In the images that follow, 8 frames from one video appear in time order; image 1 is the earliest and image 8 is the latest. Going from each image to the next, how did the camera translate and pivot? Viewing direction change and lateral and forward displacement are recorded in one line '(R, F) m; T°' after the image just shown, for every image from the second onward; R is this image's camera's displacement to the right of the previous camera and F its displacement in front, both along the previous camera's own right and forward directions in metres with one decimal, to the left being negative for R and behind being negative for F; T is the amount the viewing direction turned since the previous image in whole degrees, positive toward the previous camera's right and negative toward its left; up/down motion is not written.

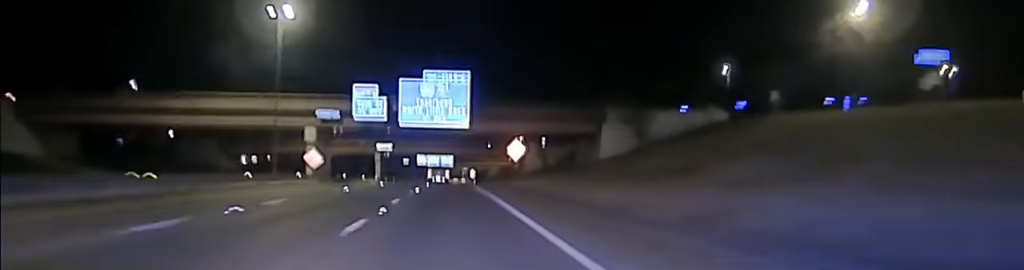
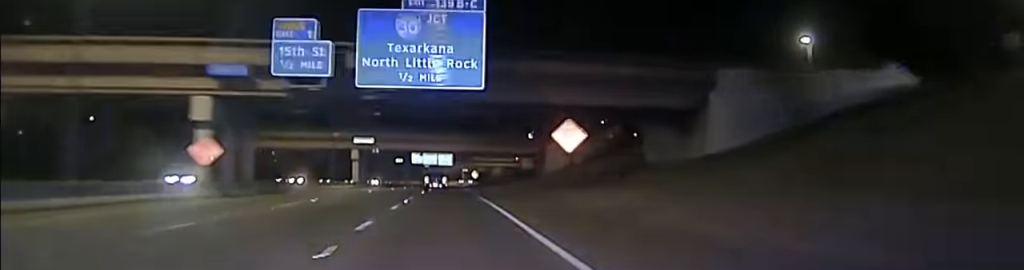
(+0.1, +34.9) m; 0°
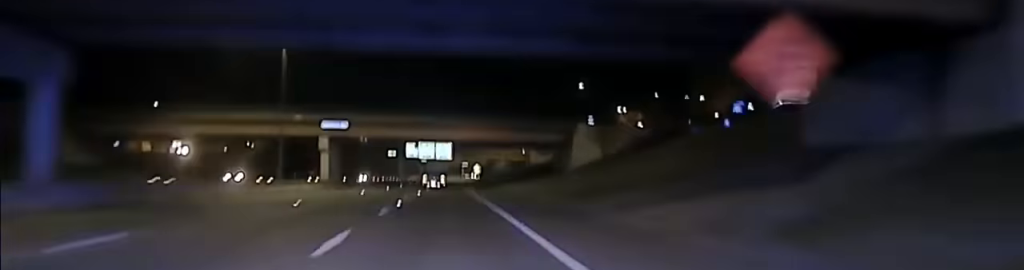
(0.0, +28.8) m; 0°
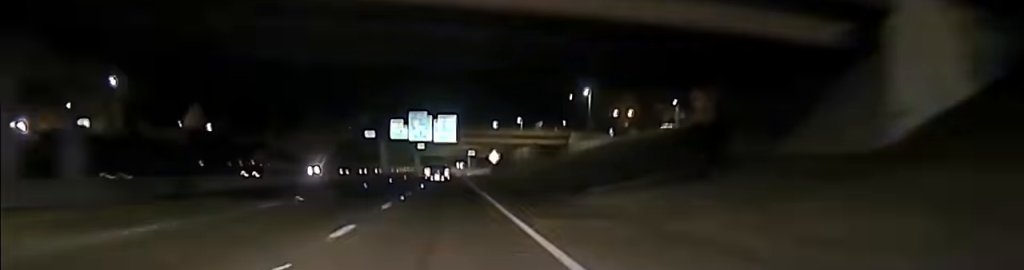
(0.0, +73.7) m; -1°
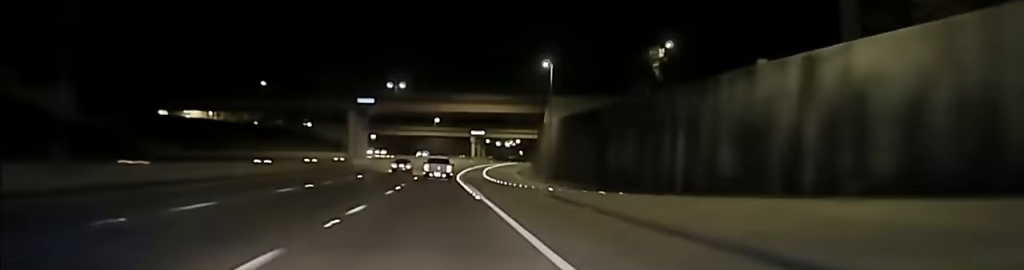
(+1.1, +166.9) m; +2°
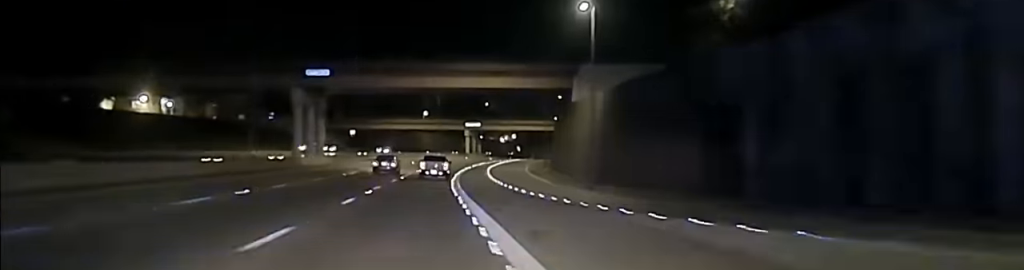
(+0.1, +35.2) m; +1°
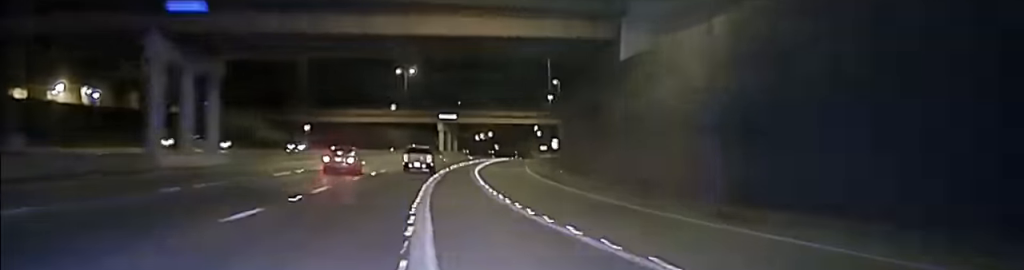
(+0.5, +32.9) m; +2°
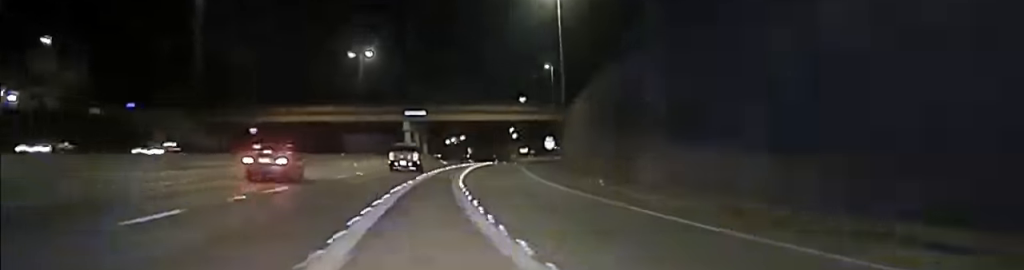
(+0.6, +27.6) m; +2°
